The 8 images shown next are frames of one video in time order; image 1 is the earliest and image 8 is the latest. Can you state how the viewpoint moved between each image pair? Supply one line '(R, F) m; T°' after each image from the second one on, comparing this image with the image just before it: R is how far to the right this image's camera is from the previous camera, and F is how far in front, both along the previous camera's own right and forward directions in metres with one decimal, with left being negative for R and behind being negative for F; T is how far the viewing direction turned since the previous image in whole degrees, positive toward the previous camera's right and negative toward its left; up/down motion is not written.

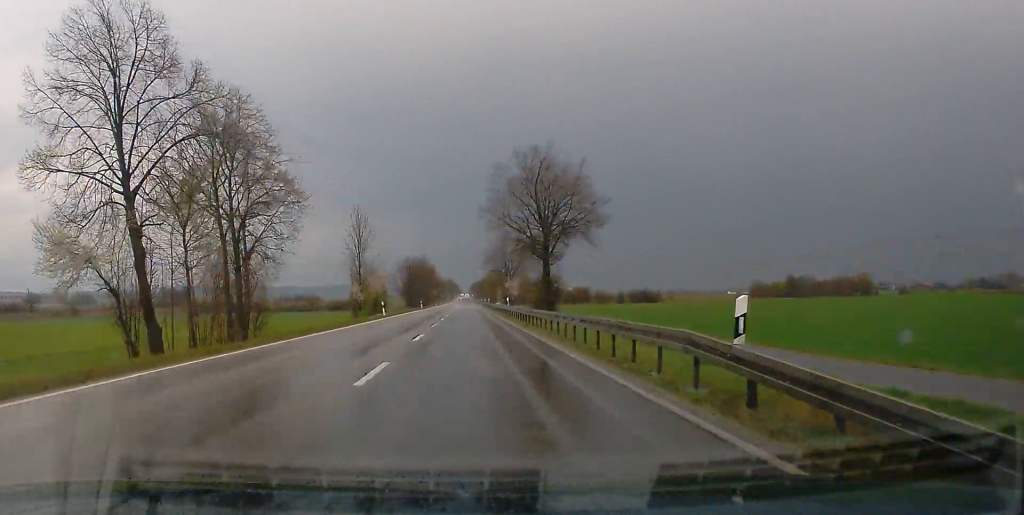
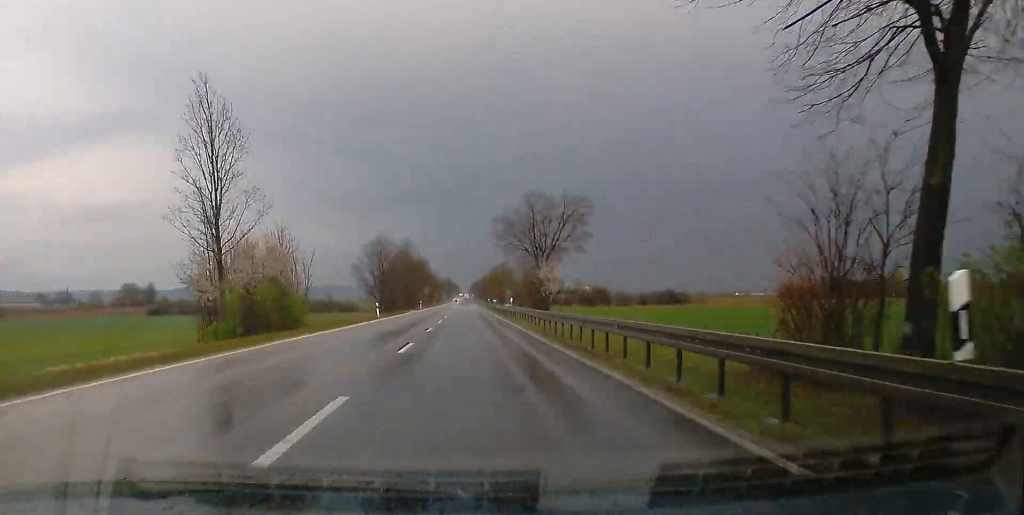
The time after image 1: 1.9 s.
(-0.4, +52.1) m; 0°
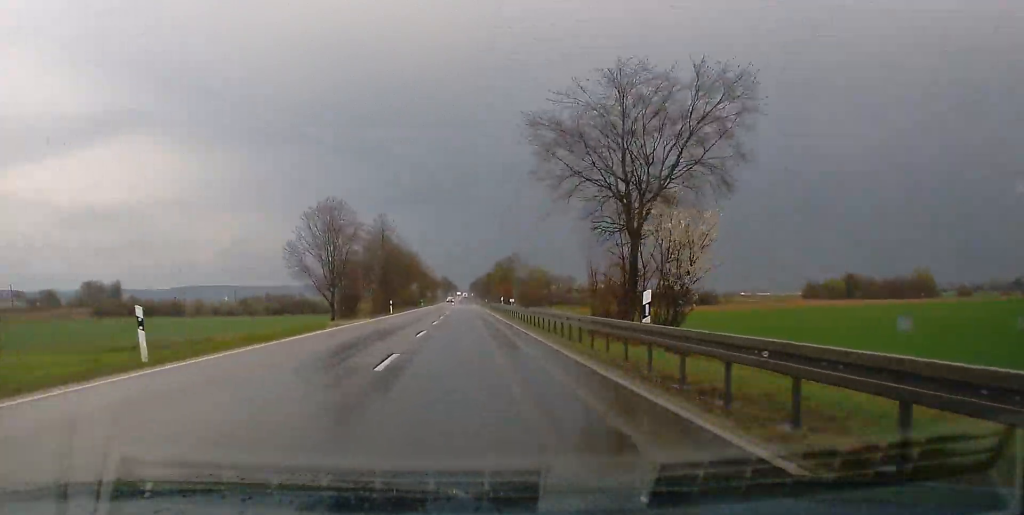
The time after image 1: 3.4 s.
(0.0, +41.2) m; 0°
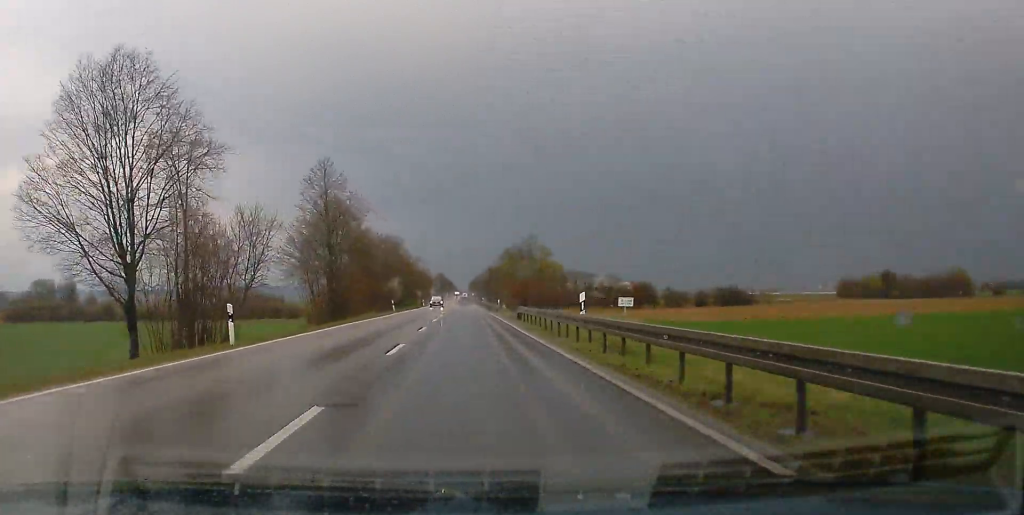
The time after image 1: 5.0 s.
(+0.2, +45.0) m; 0°
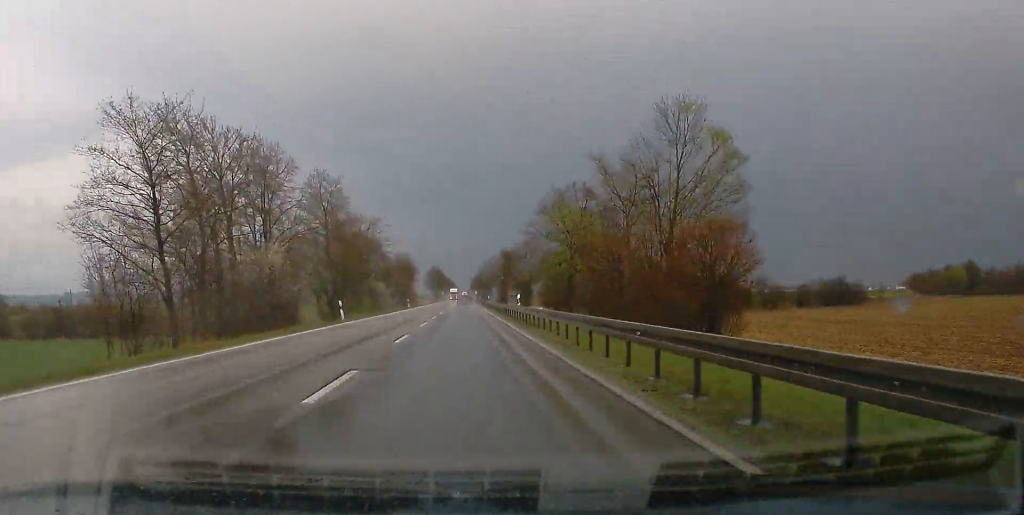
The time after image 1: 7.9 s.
(+0.5, +80.5) m; 0°
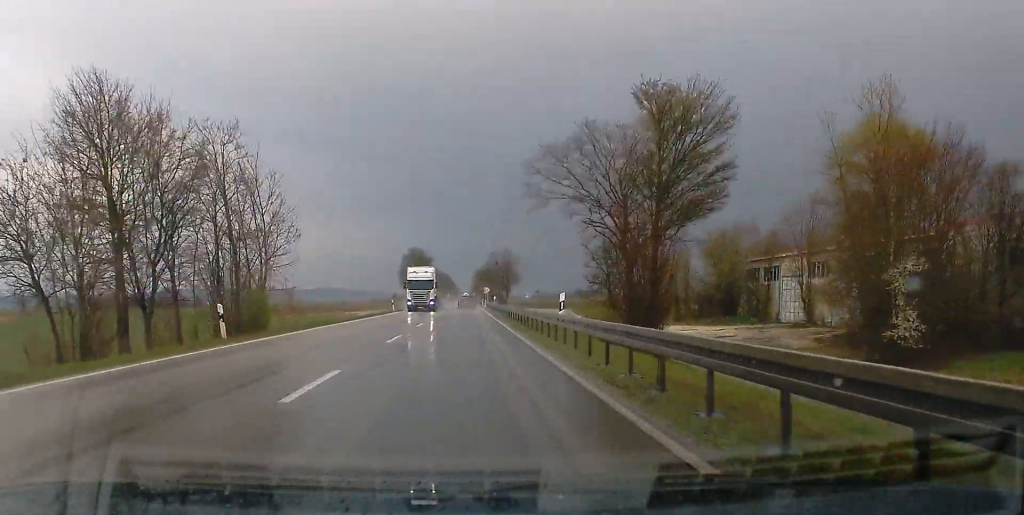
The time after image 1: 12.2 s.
(-0.5, +120.3) m; 0°
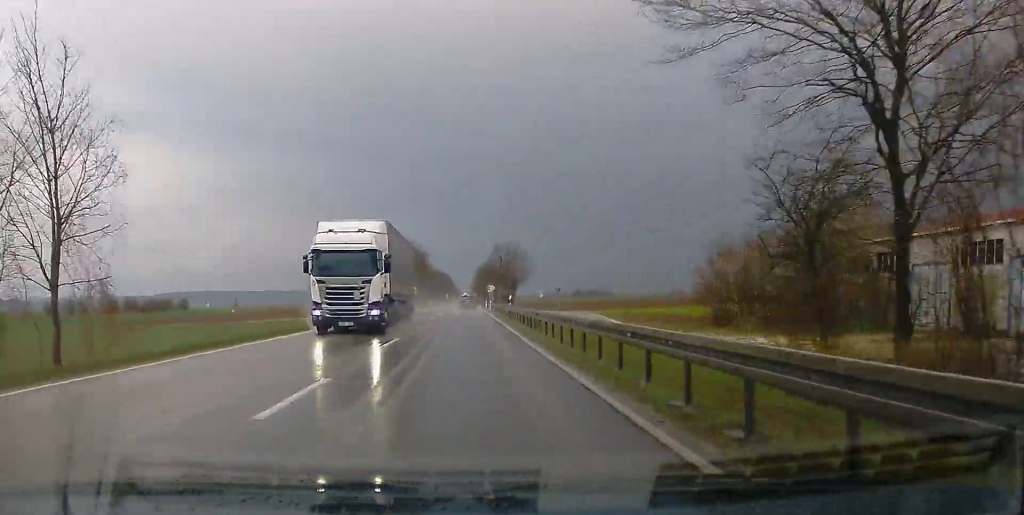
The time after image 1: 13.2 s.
(0.0, +24.9) m; 0°
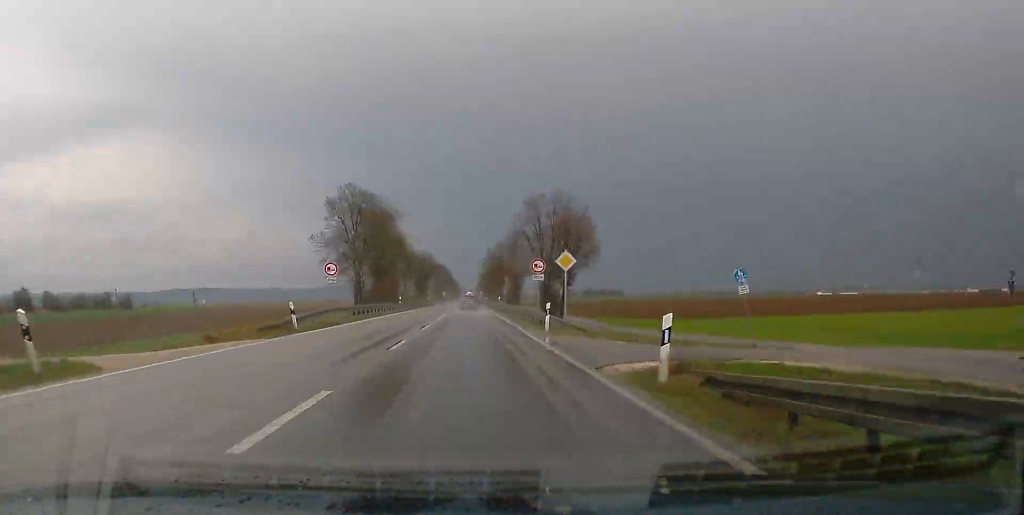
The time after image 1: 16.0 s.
(+0.2, +73.6) m; 0°
